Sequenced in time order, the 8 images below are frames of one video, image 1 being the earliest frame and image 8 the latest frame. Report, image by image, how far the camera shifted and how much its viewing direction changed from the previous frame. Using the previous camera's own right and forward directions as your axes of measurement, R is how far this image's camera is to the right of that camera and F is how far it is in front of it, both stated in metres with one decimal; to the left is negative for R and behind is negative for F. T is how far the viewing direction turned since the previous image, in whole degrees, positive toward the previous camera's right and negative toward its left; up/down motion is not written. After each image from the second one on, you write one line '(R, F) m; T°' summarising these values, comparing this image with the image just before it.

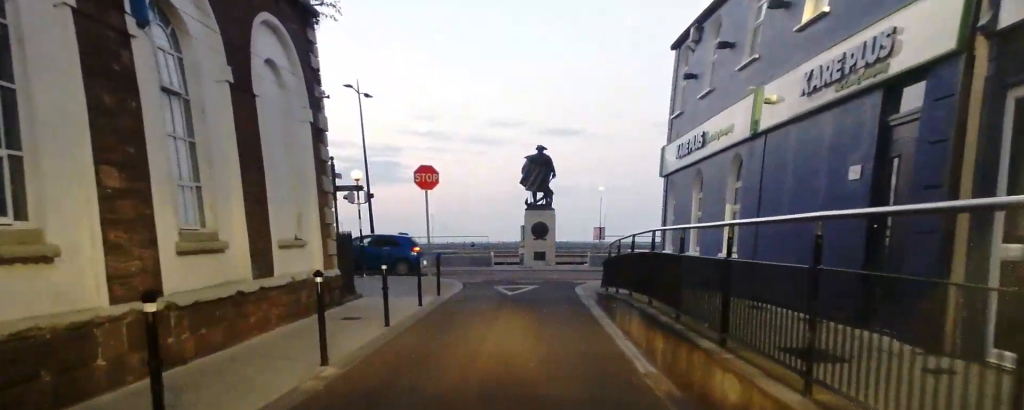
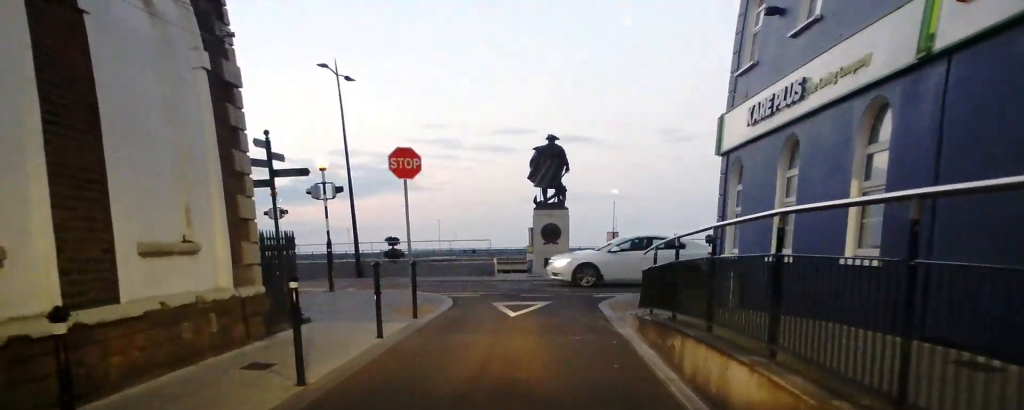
(+0.2, +5.3) m; +1°
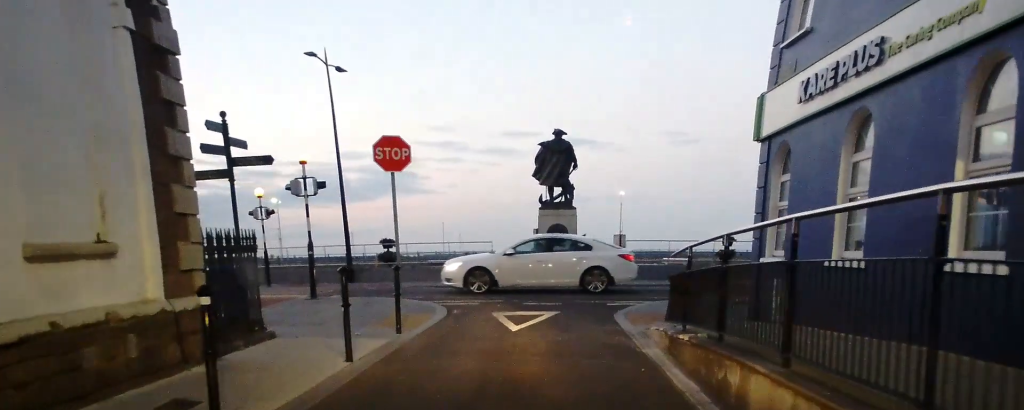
(-0.1, +2.1) m; -2°
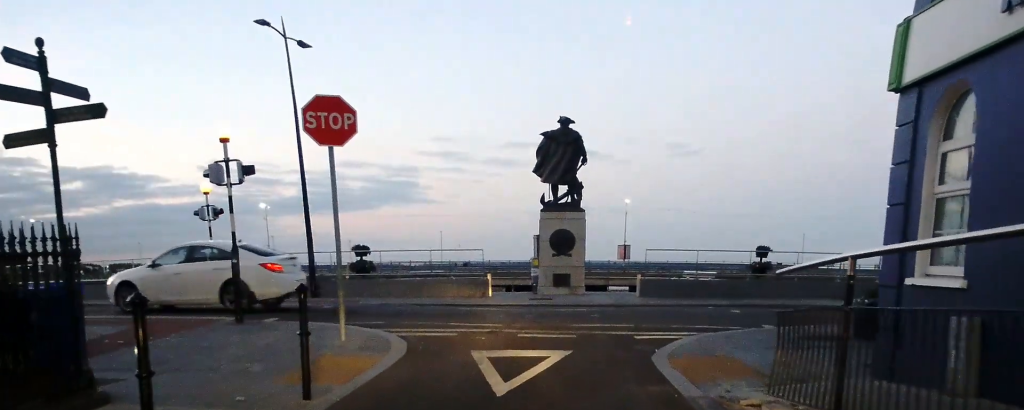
(-0.2, +4.9) m; 0°
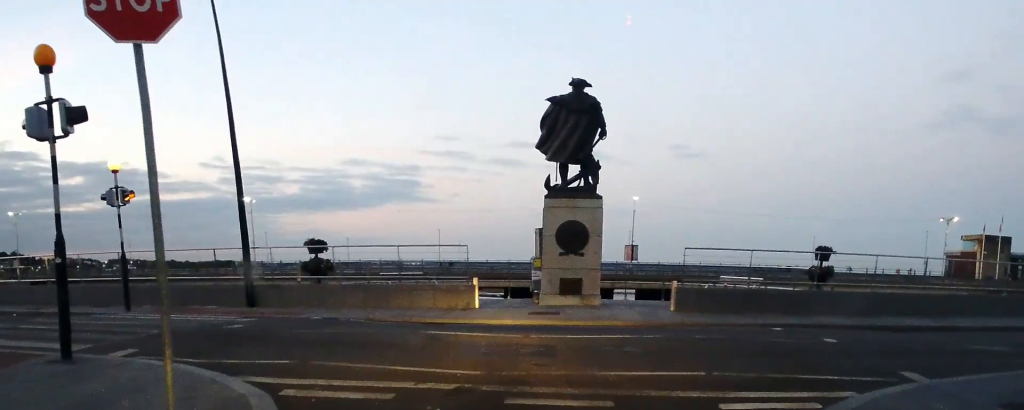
(-0.1, +5.4) m; -5°
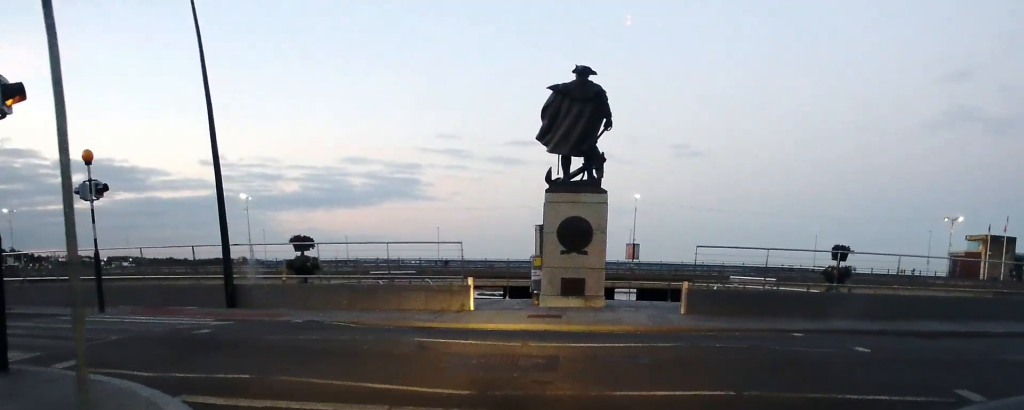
(-0.1, +1.2) m; 0°
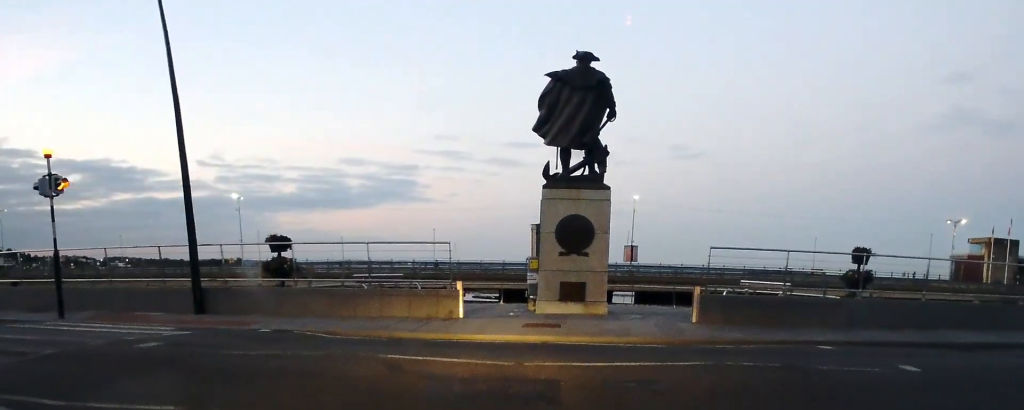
(+0.2, +1.5) m; +6°
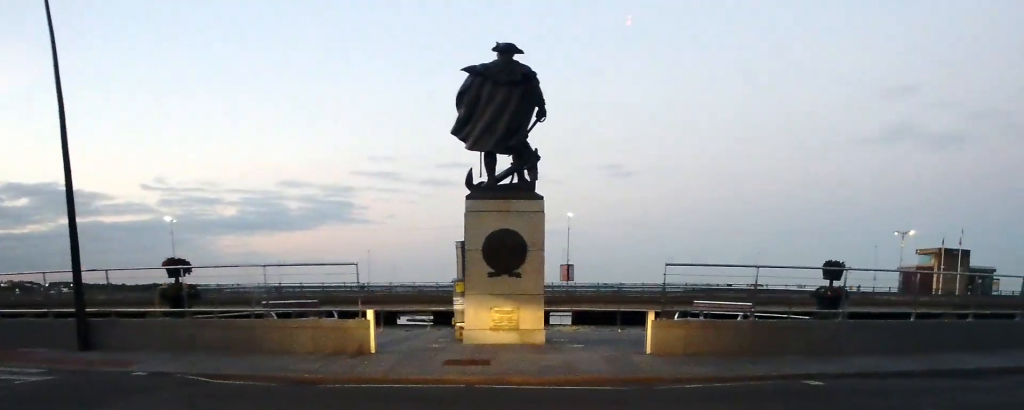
(+0.1, +2.1) m; +14°
